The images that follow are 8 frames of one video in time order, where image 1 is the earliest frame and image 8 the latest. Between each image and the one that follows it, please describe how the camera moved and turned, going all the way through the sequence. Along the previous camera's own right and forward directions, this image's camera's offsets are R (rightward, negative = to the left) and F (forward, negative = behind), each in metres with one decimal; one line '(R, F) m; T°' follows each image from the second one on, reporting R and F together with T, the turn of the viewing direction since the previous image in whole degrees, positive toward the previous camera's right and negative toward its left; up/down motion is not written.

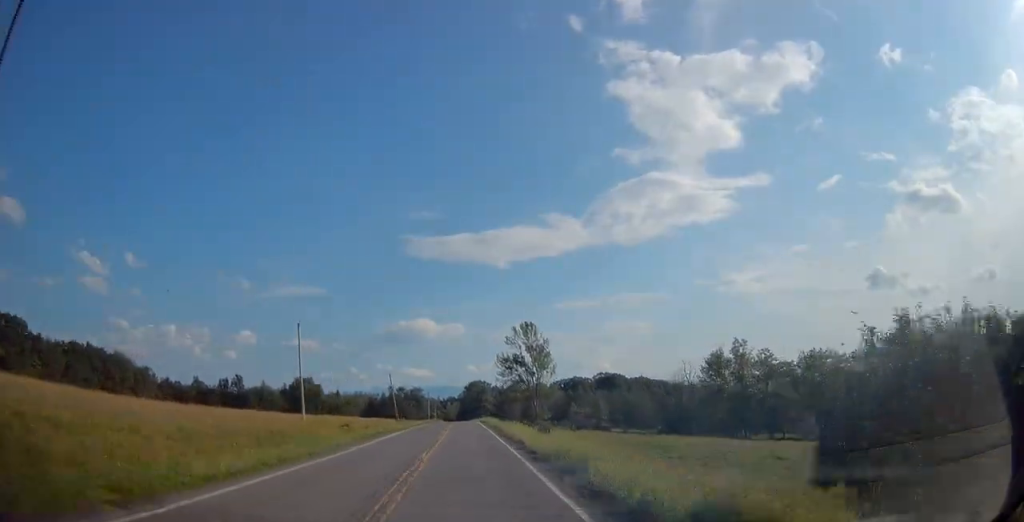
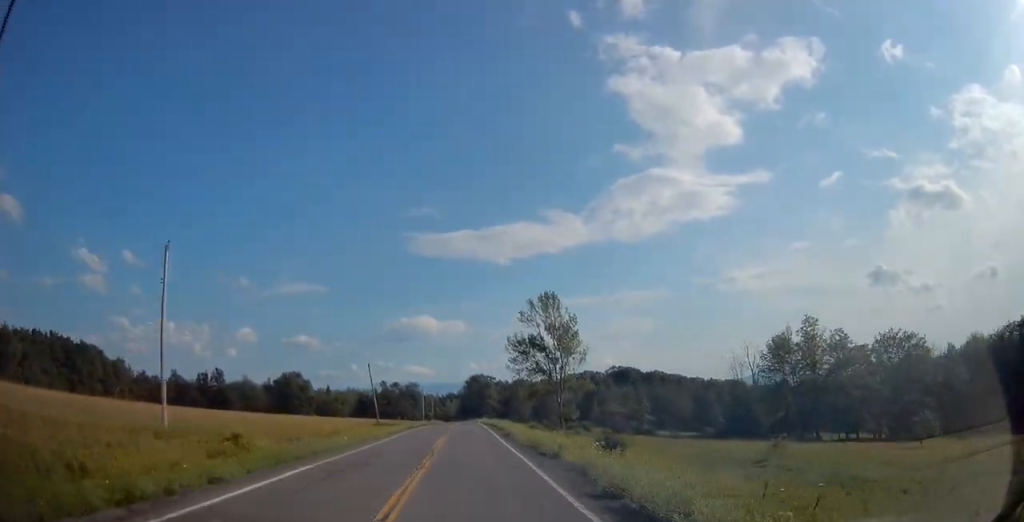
(0.0, +25.2) m; 0°
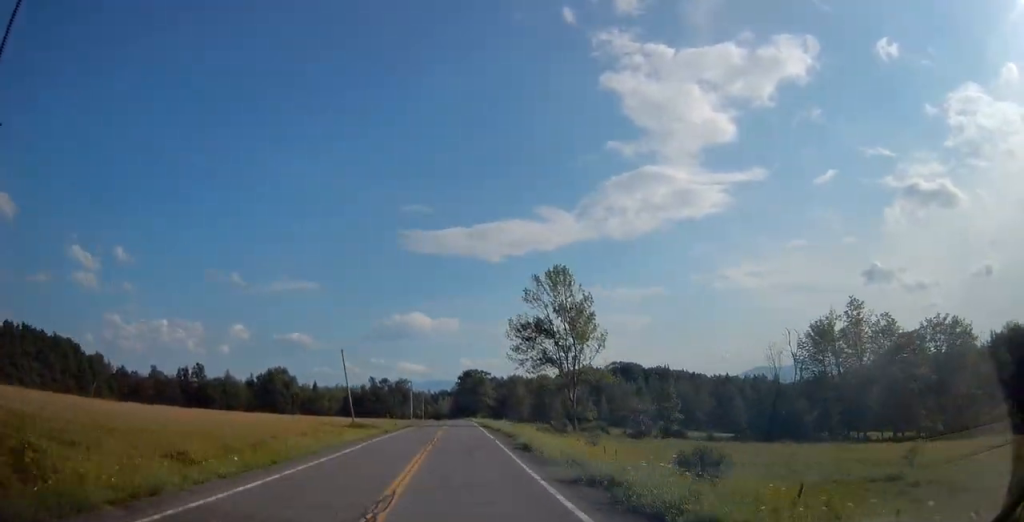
(0.0, +13.6) m; 0°
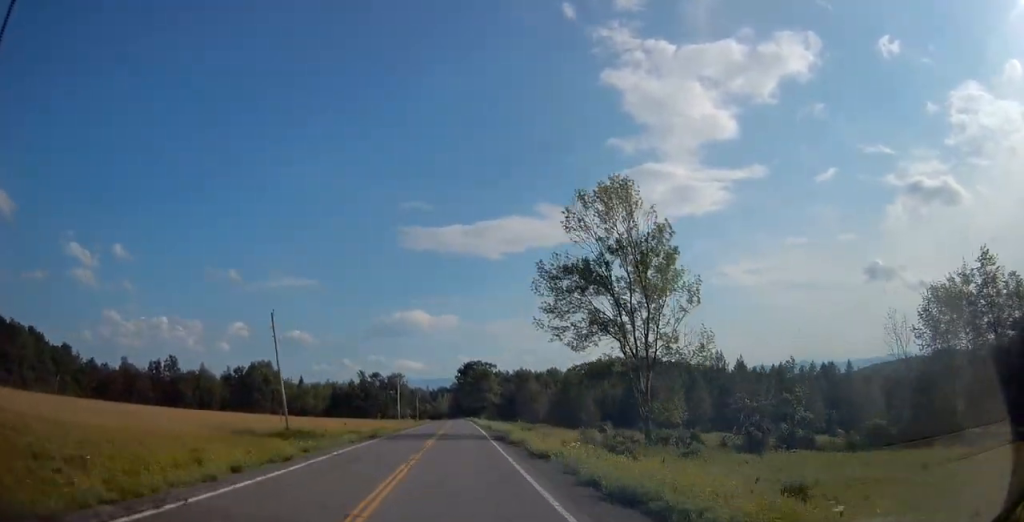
(+0.1, +25.5) m; 0°
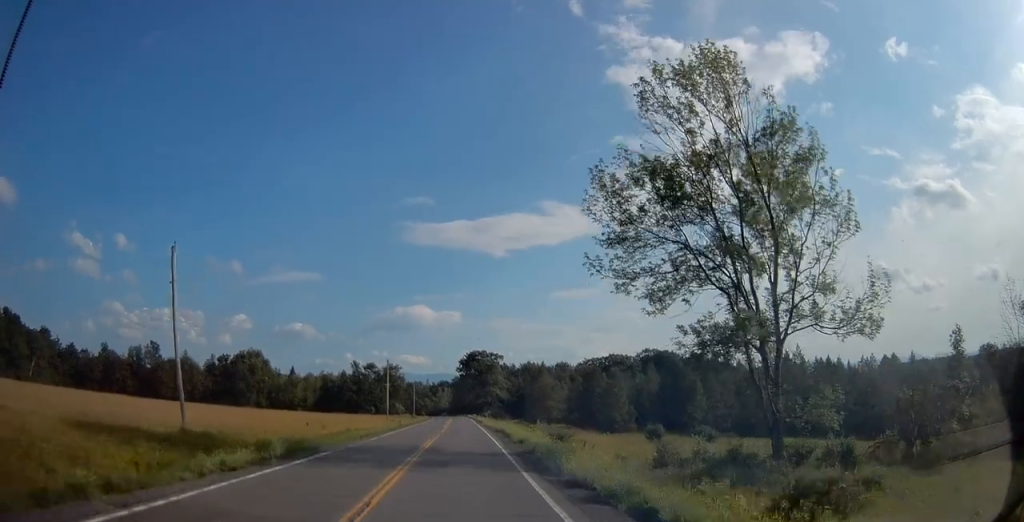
(0.0, +16.3) m; 0°
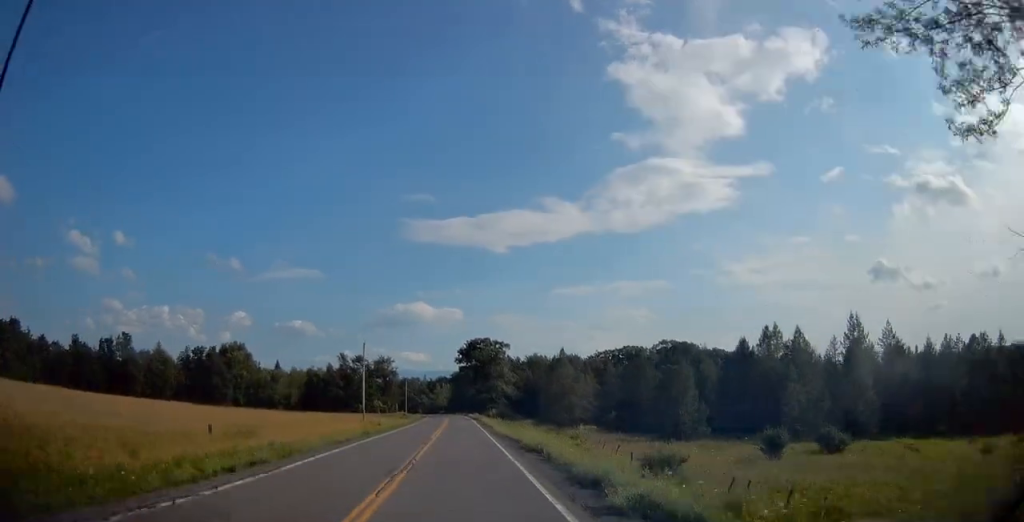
(-0.1, +18.7) m; 0°
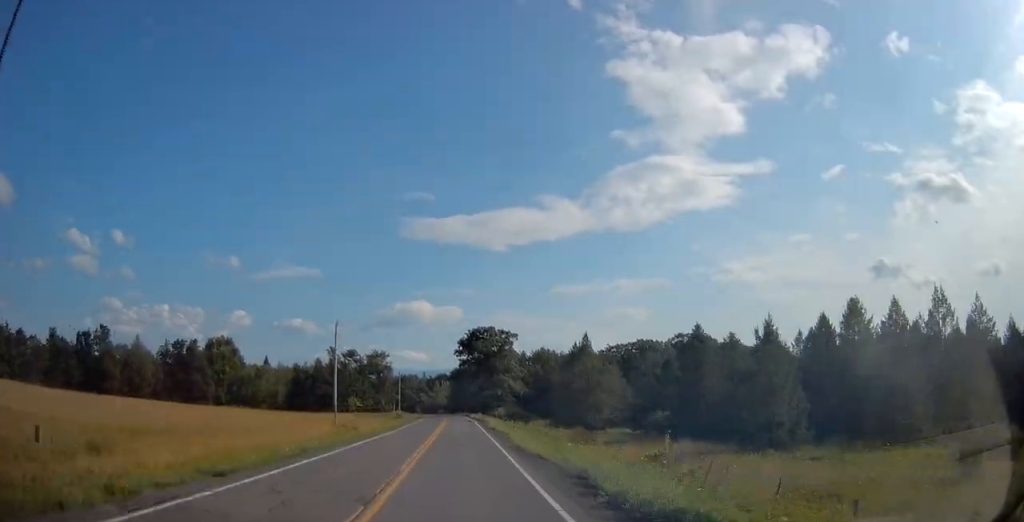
(0.0, +13.1) m; 0°
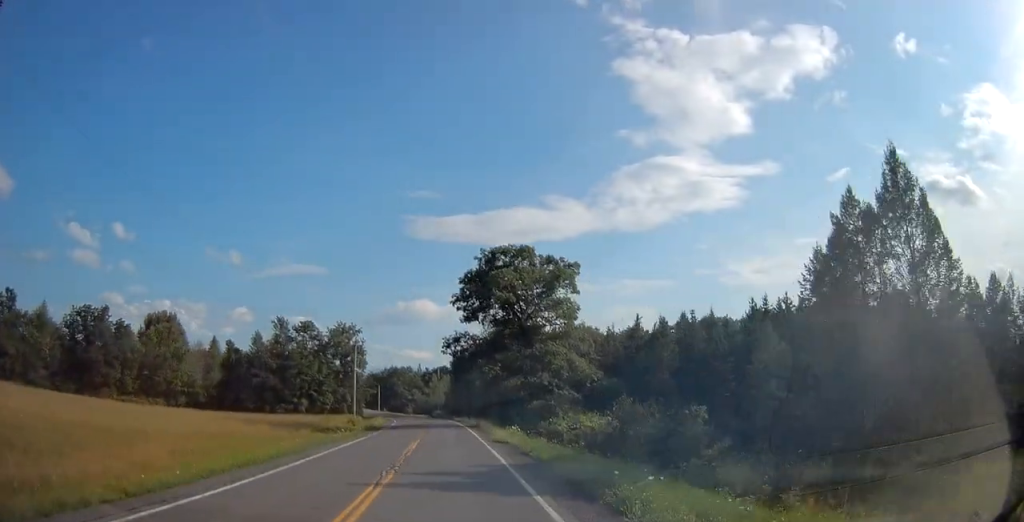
(-0.2, +41.5) m; -1°
